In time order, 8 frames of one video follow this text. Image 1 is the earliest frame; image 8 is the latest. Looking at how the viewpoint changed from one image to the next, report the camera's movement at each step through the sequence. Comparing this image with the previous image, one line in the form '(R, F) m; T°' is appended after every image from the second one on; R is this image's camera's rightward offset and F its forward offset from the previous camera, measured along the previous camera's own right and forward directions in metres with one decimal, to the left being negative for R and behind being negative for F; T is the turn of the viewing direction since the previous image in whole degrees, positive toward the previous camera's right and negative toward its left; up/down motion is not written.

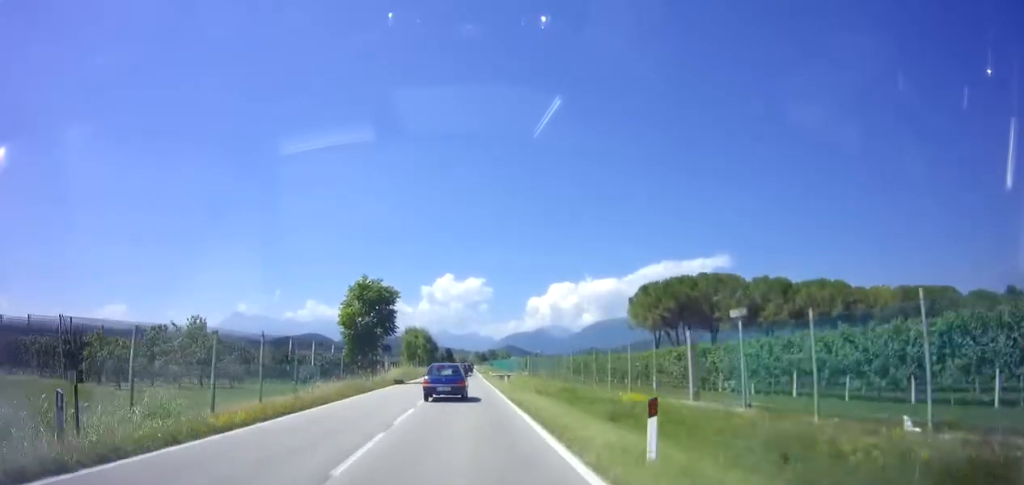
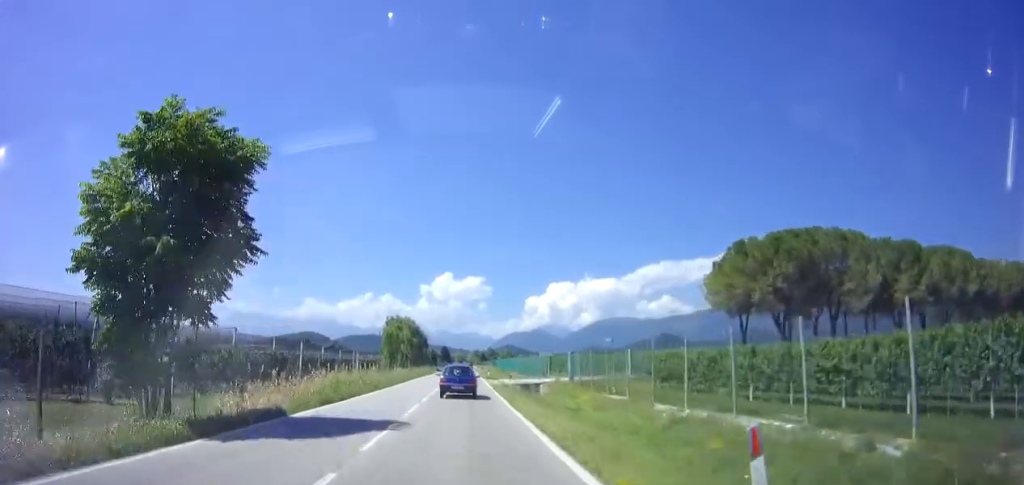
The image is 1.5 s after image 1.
(0.0, +27.1) m; 0°
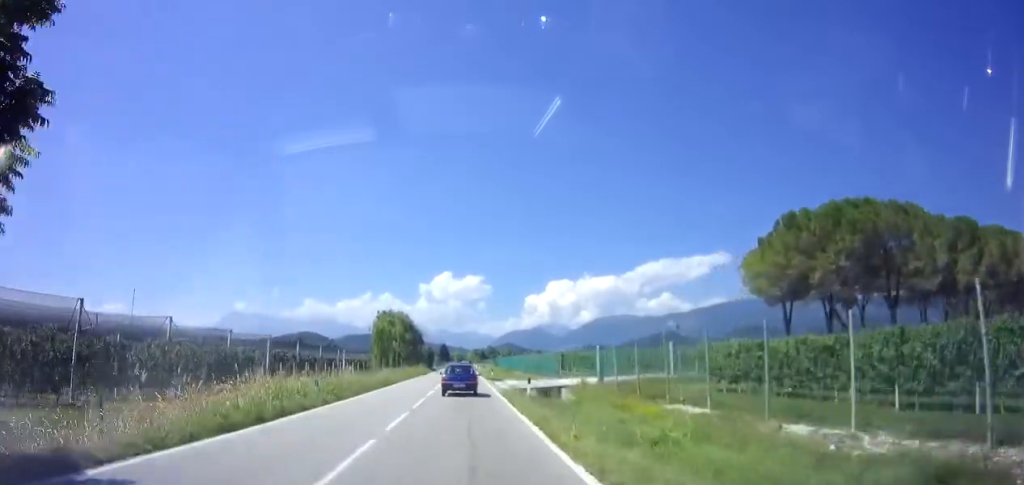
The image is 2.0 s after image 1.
(0.0, +9.2) m; 0°
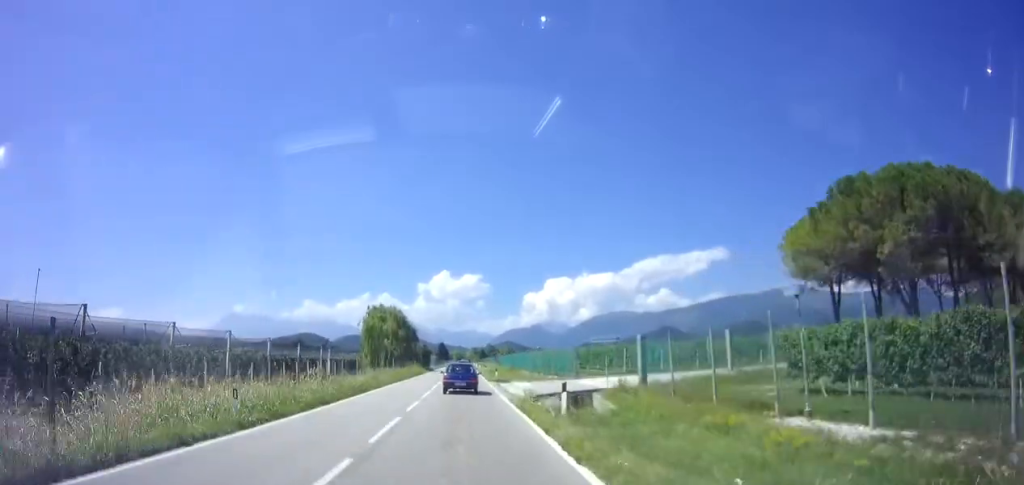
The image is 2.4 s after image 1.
(0.0, +7.4) m; 0°
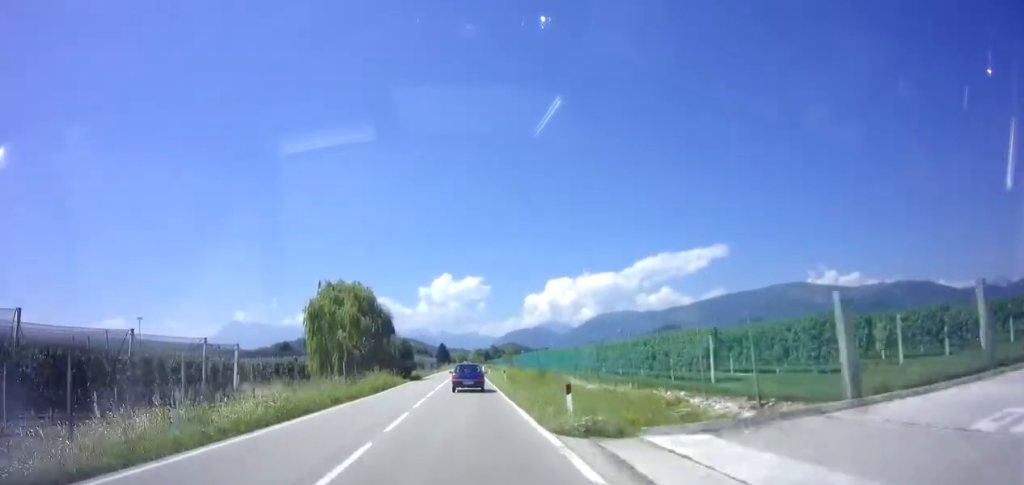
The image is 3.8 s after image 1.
(+0.1, +27.1) m; 0°
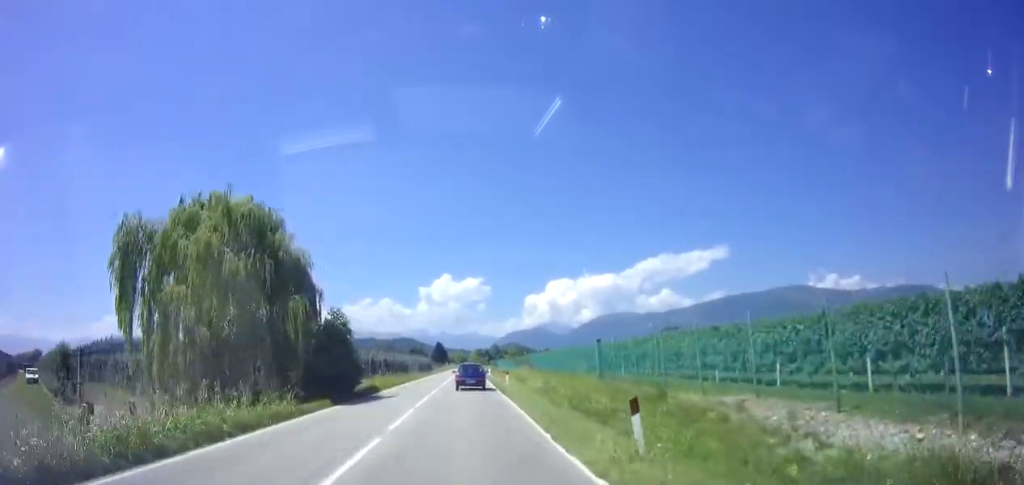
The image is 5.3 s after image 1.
(+0.1, +27.2) m; +1°
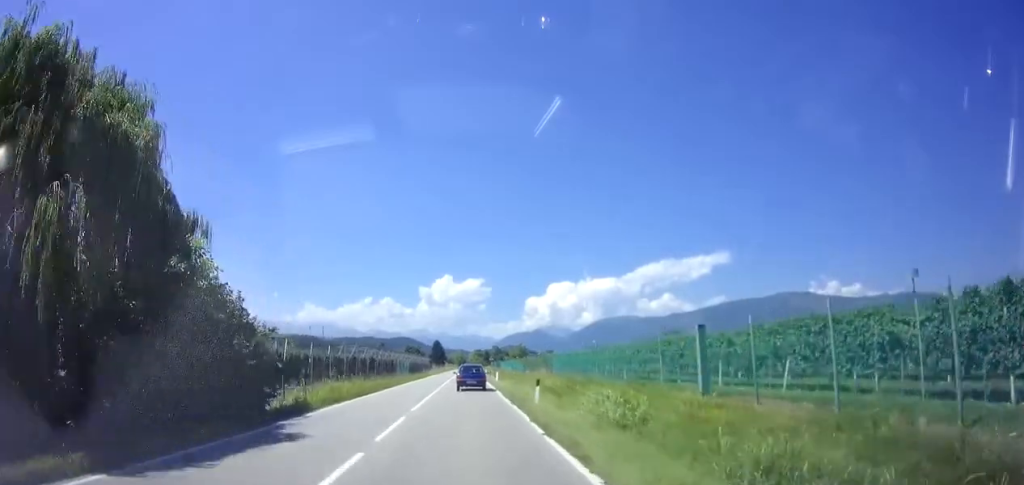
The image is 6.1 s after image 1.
(+0.1, +14.3) m; 0°
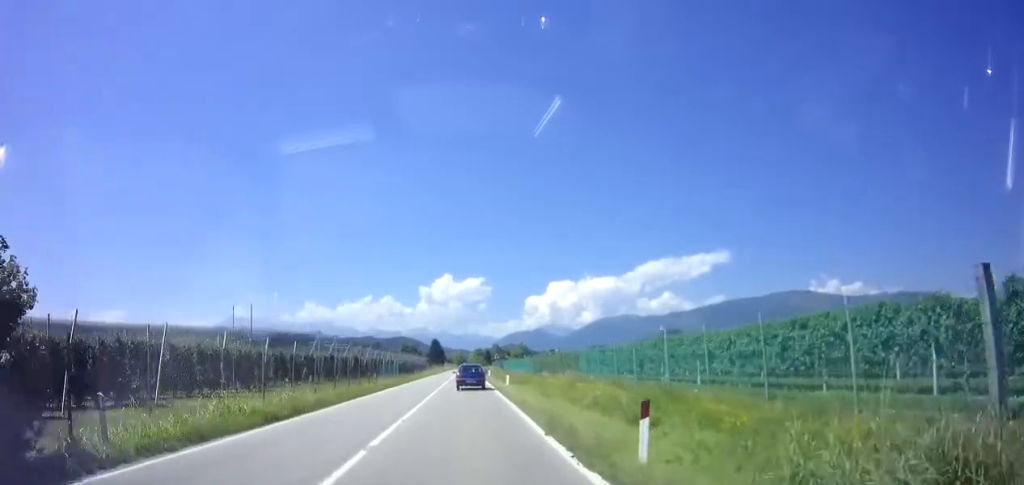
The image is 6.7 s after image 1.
(-0.1, +11.1) m; 0°
